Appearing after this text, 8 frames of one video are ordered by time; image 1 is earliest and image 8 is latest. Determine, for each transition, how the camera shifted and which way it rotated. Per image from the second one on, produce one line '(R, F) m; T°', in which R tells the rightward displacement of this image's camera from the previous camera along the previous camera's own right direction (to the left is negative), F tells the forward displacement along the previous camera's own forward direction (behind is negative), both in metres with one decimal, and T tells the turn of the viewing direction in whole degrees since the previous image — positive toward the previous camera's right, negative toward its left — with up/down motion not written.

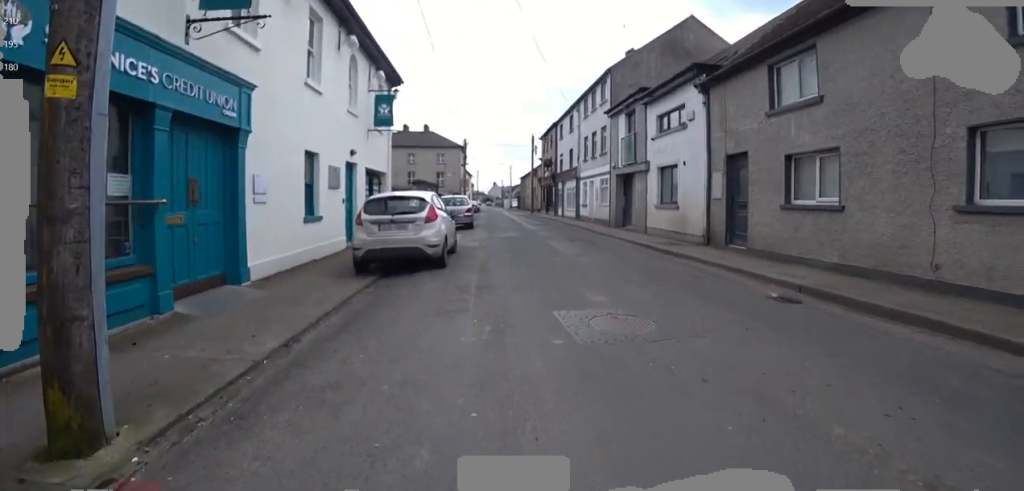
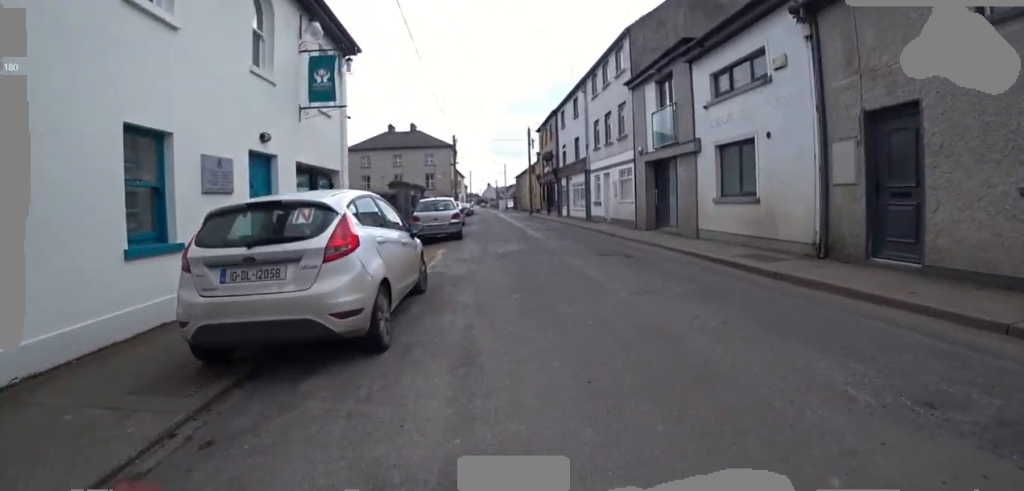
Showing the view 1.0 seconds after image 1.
(+0.4, +4.3) m; +6°
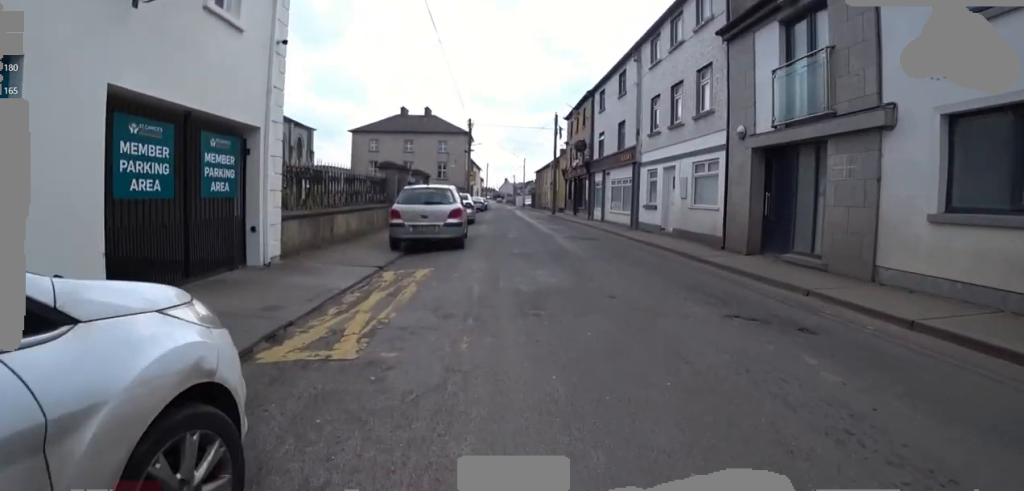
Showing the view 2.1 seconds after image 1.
(+0.1, +5.1) m; +1°
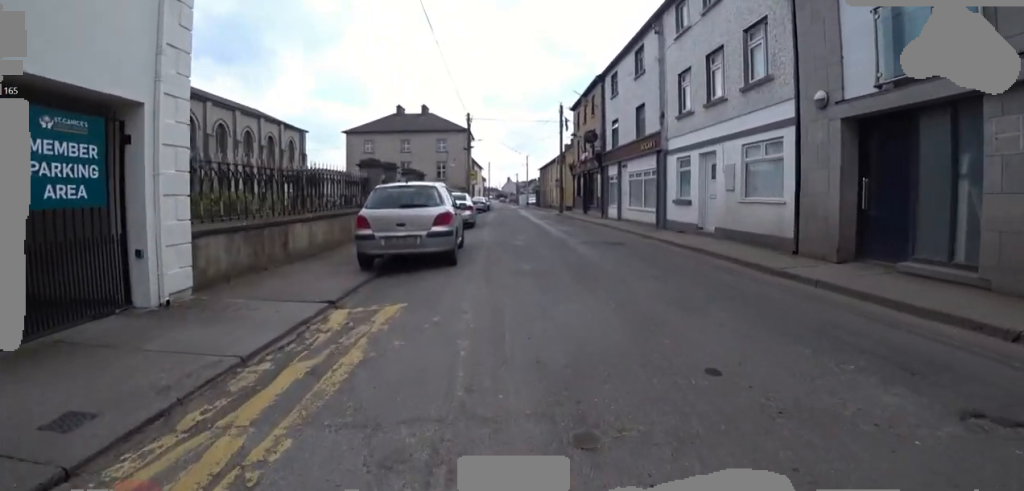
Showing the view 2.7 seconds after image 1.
(0.0, +2.5) m; 0°
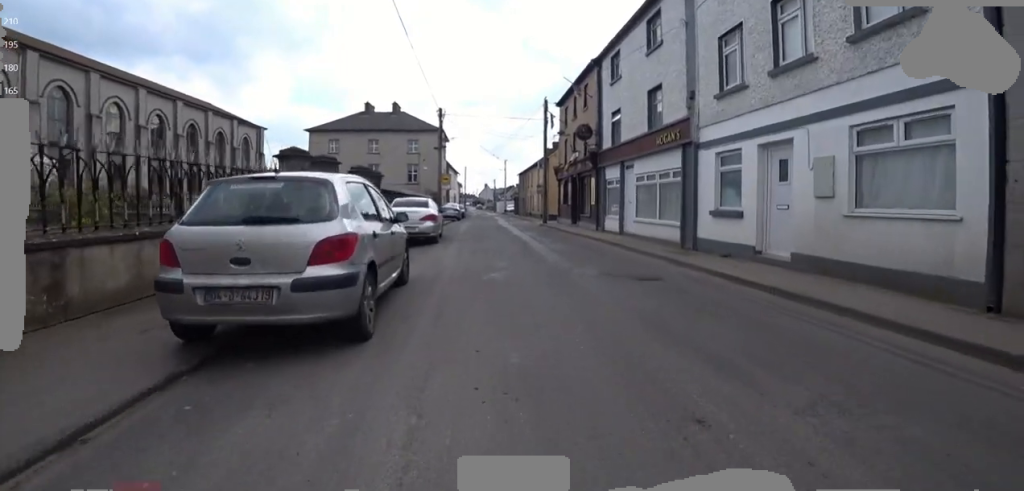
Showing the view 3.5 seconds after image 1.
(0.0, +3.9) m; 0°
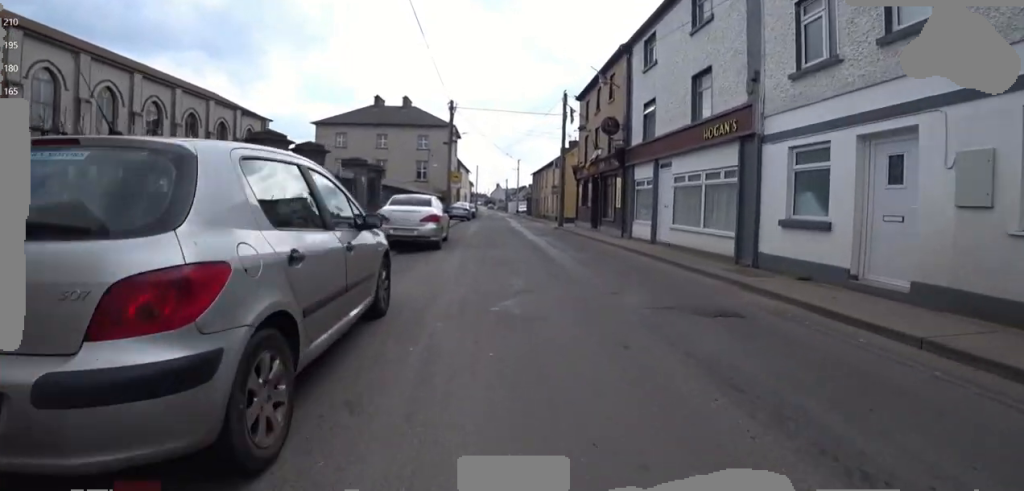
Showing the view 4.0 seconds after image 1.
(0.0, +2.0) m; 0°
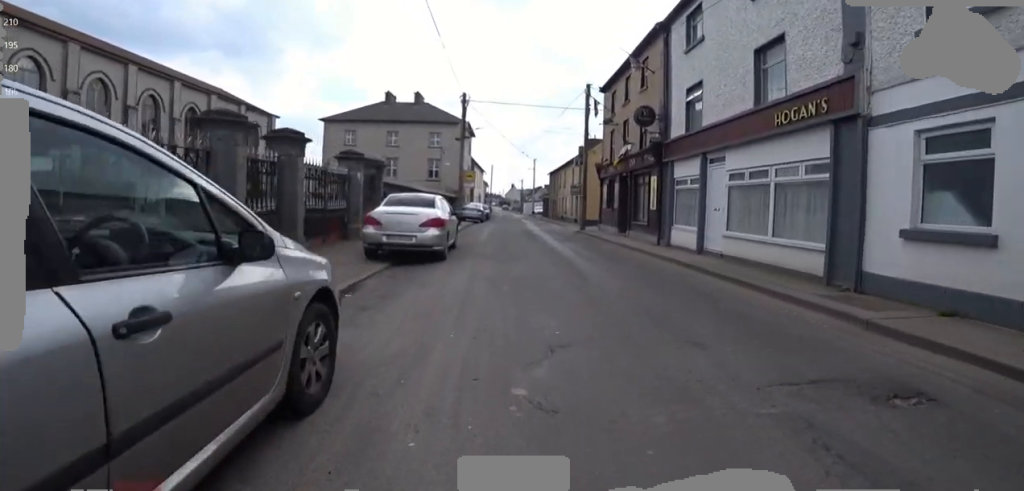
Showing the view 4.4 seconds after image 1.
(0.0, +2.1) m; 0°
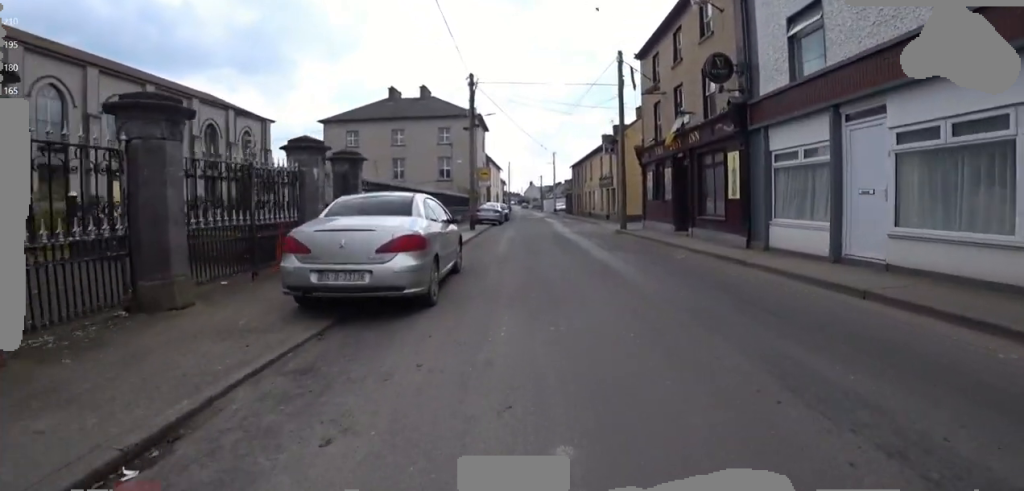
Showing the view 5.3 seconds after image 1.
(0.0, +4.2) m; 0°
